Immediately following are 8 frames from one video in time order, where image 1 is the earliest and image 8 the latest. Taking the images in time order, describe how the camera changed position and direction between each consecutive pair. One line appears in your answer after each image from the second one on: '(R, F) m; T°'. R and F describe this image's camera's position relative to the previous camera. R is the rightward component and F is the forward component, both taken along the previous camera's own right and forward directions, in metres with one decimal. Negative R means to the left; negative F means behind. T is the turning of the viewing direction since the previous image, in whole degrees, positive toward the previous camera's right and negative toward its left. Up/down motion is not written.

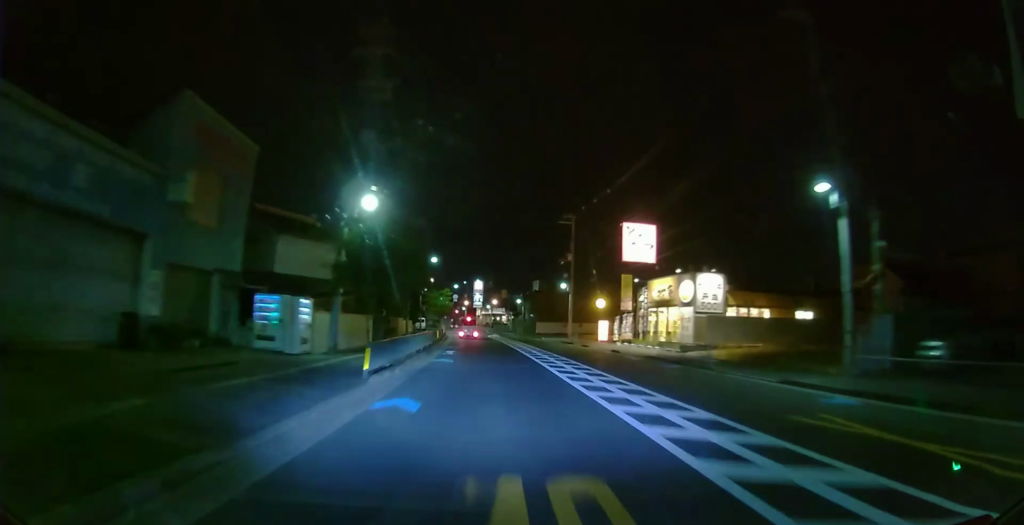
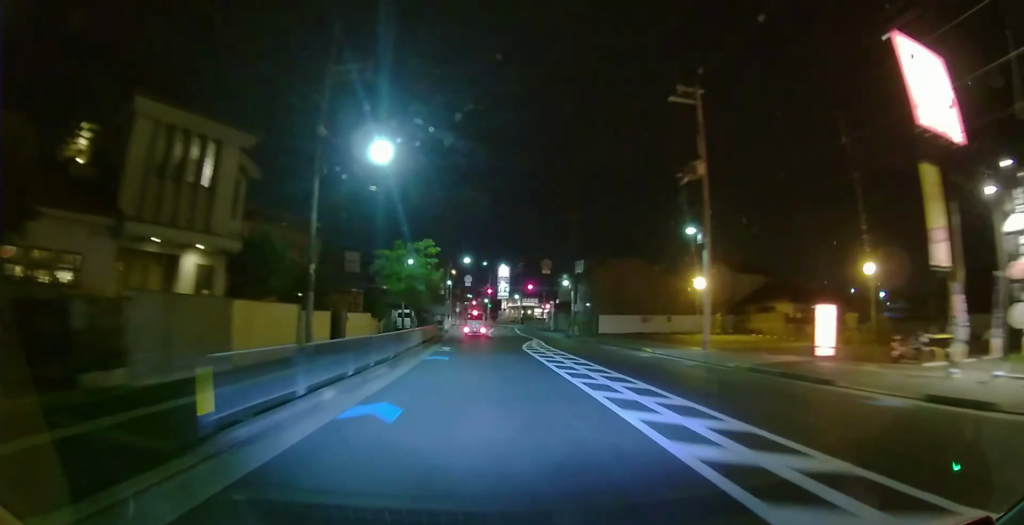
(0.0, +32.0) m; 0°
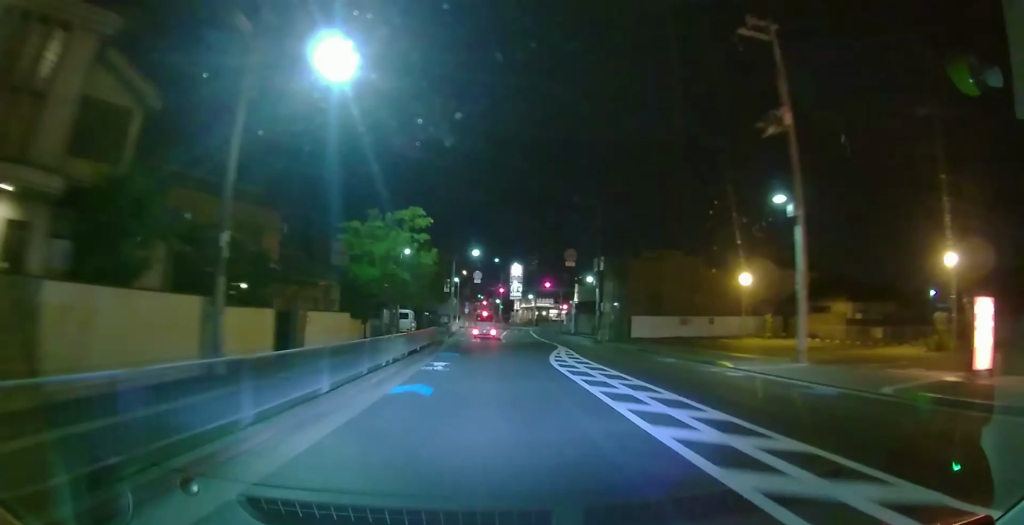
(0.0, +8.2) m; -1°
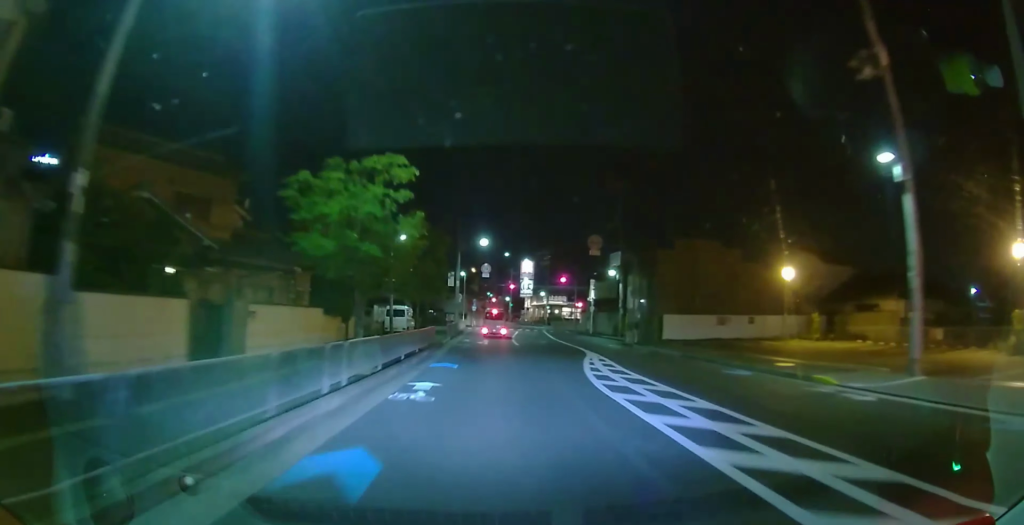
(-0.1, +5.9) m; -1°
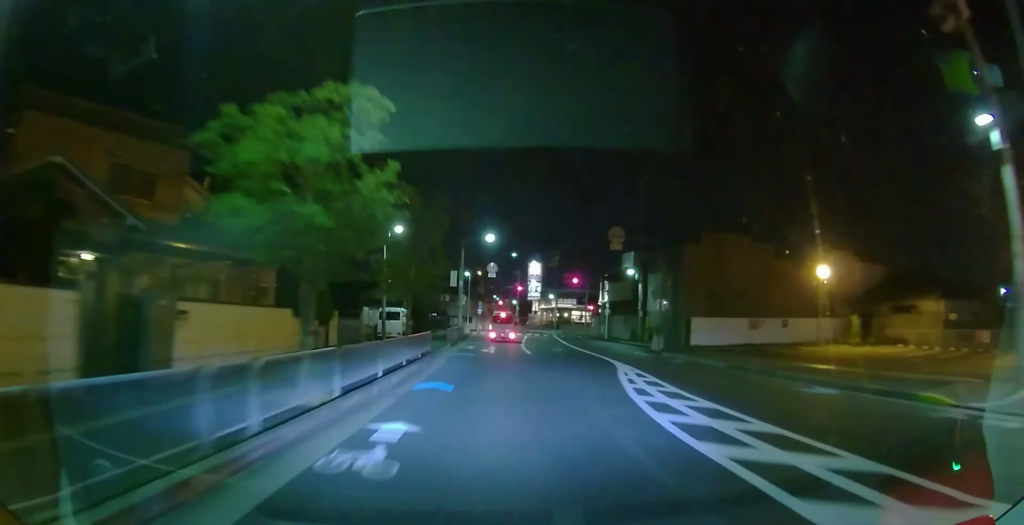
(-0.1, +4.3) m; -1°
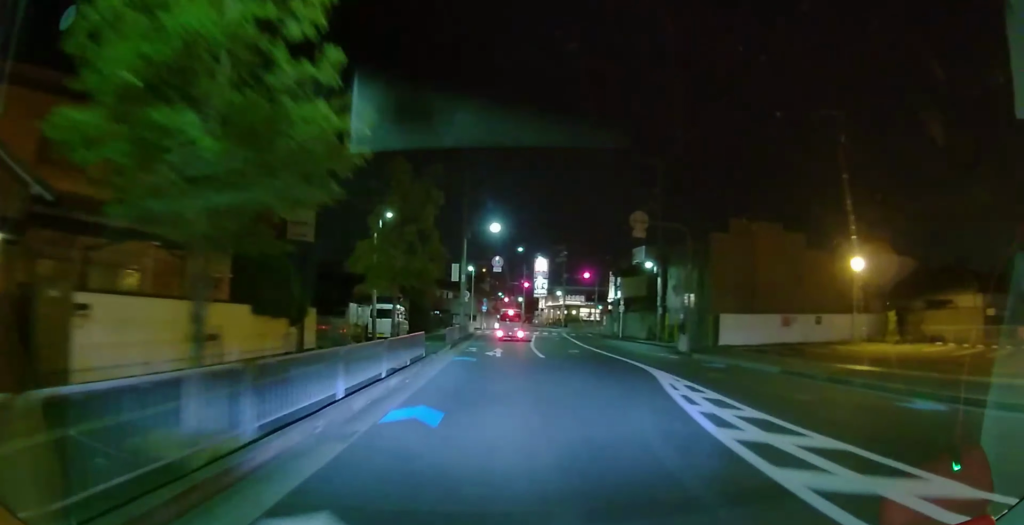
(0.0, +4.0) m; -1°
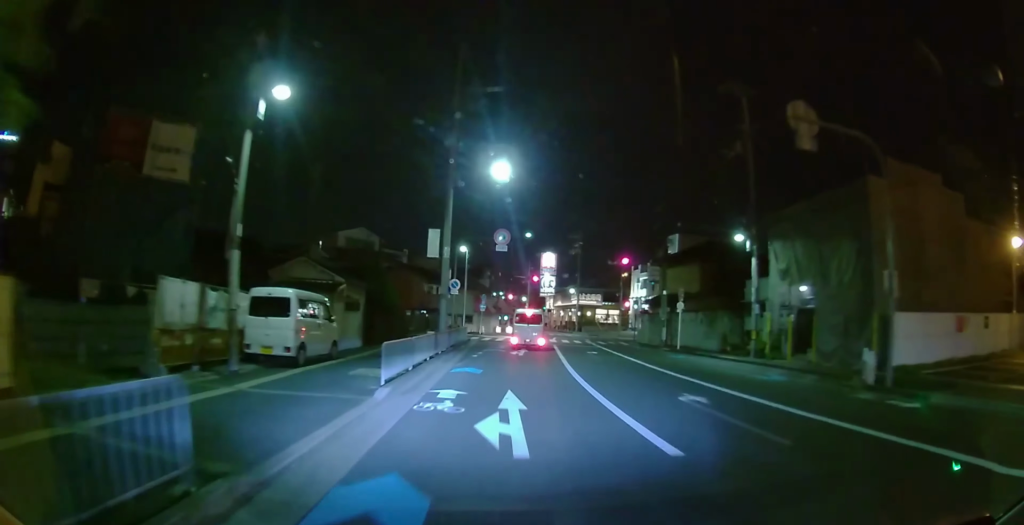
(-0.1, +14.9) m; 0°
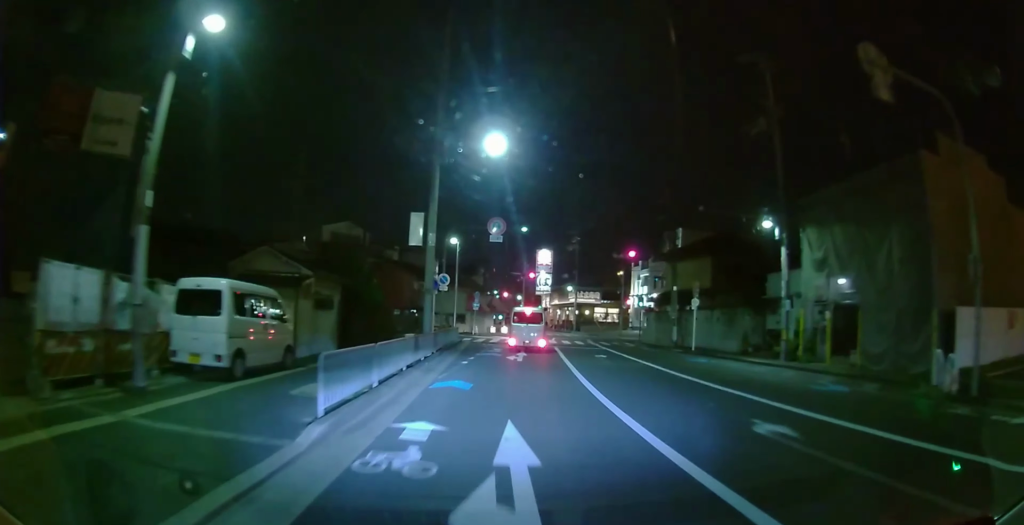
(0.0, +3.3) m; 0°
